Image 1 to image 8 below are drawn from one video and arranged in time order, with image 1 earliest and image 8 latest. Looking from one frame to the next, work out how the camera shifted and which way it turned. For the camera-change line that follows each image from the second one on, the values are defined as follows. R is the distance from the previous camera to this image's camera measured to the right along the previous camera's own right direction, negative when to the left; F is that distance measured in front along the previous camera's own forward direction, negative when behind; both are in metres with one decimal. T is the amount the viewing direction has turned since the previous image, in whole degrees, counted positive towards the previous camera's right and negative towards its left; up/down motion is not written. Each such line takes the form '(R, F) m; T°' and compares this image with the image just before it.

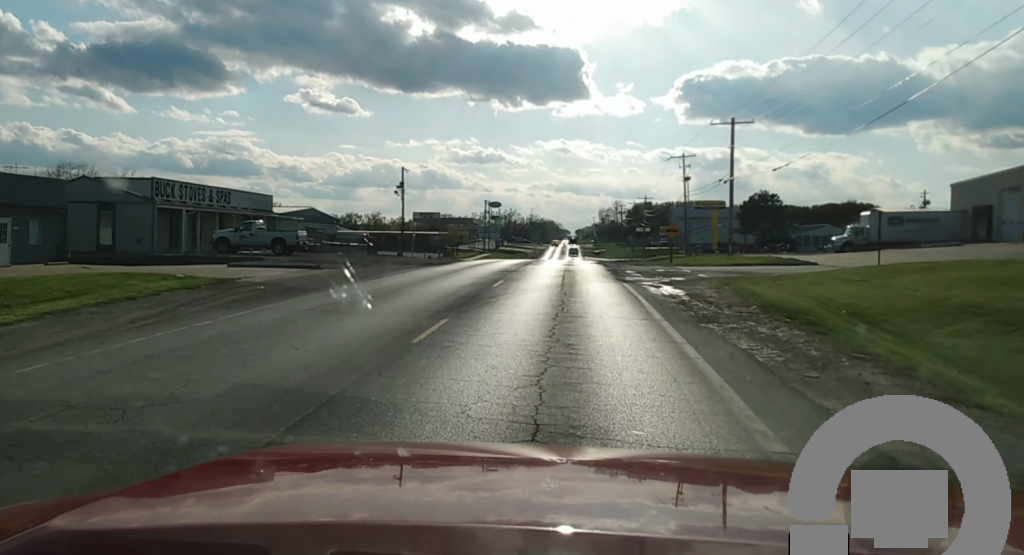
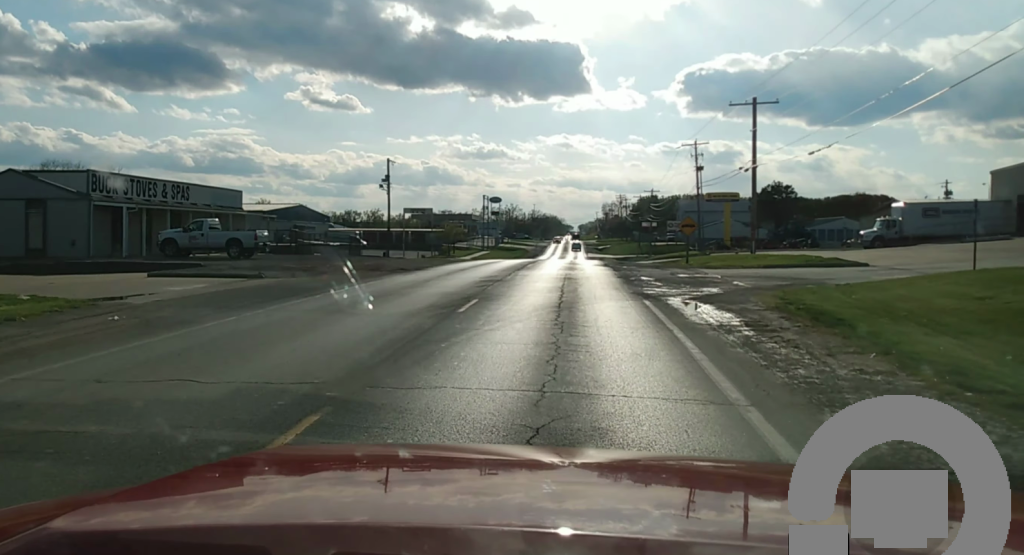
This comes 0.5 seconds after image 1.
(0.0, +9.6) m; 0°
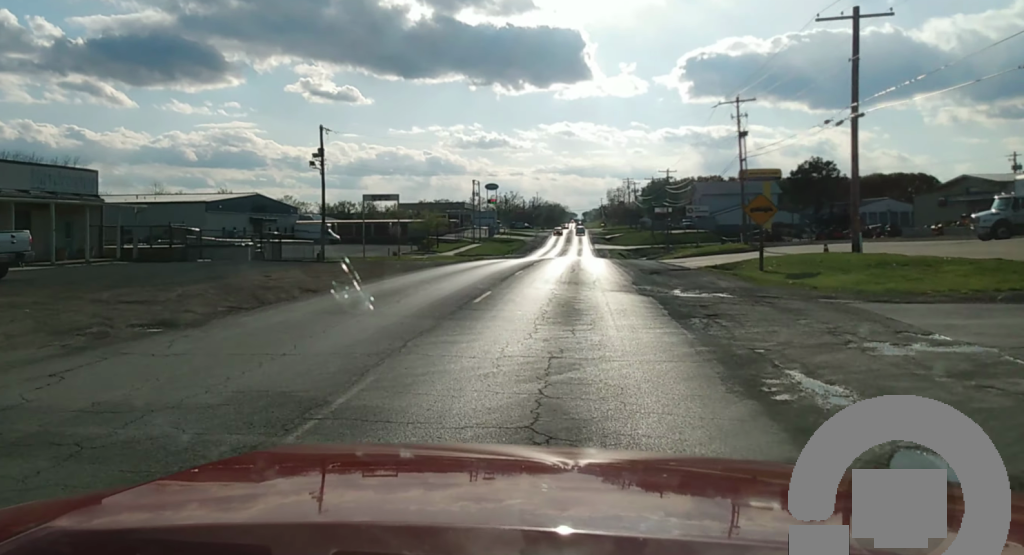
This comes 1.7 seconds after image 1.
(-0.2, +25.2) m; 0°
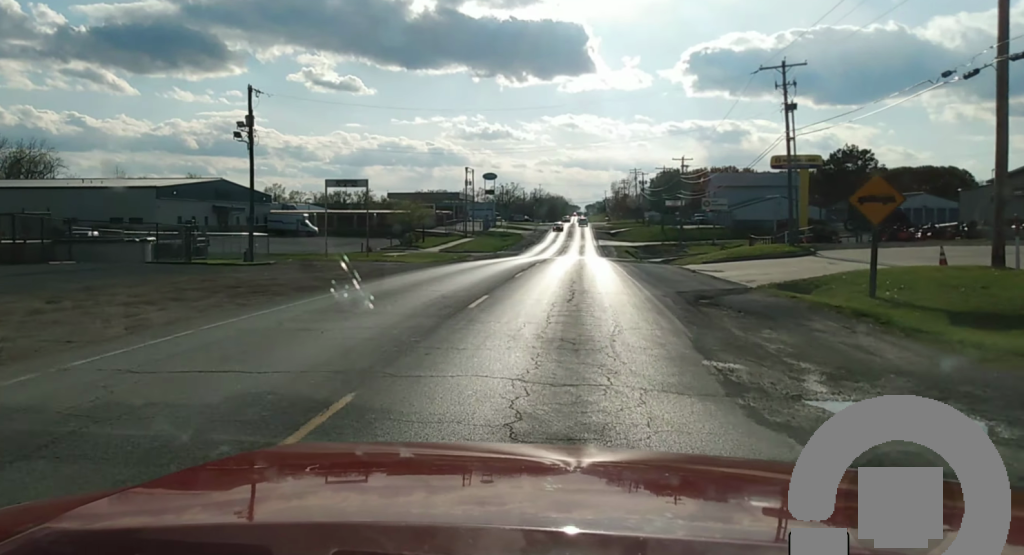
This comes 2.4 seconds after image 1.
(+0.1, +14.4) m; 0°
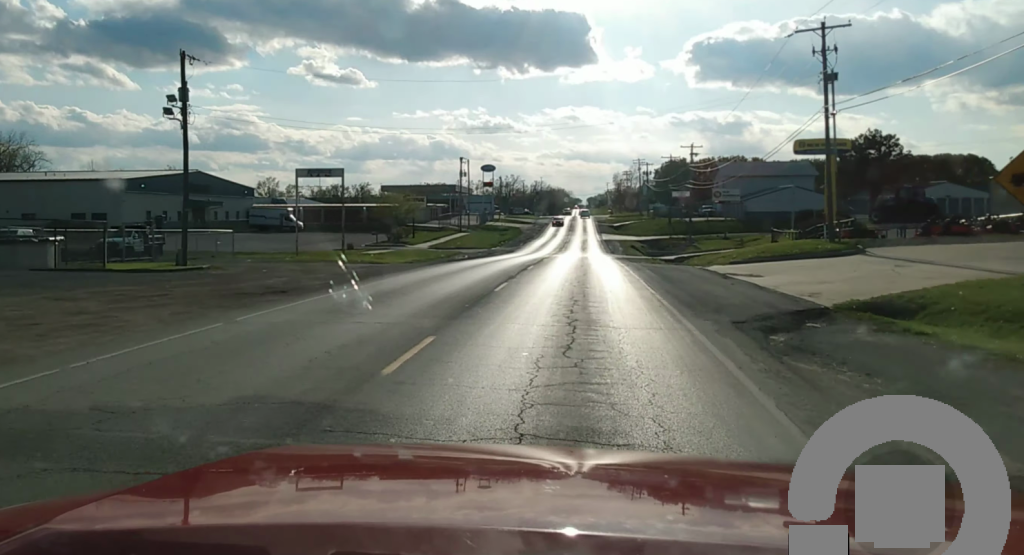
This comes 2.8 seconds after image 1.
(0.0, +8.0) m; 0°
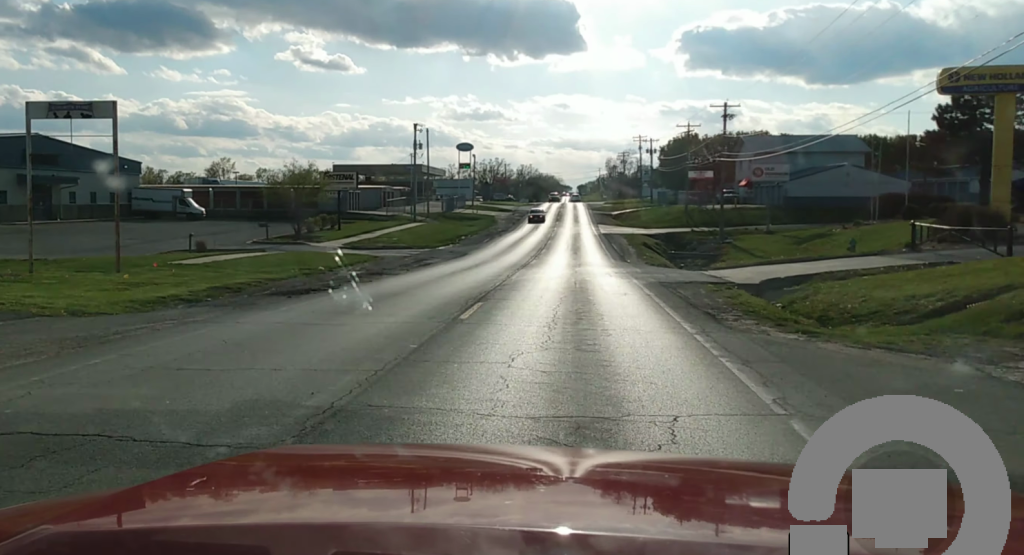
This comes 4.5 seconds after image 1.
(-0.1, +30.6) m; 0°
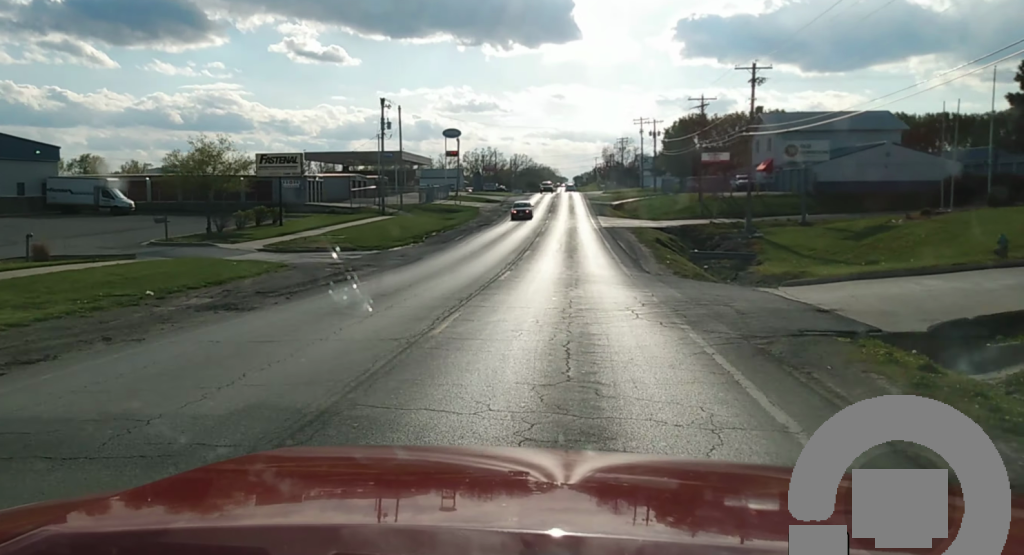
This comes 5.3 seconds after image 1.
(+0.1, +14.7) m; 0°
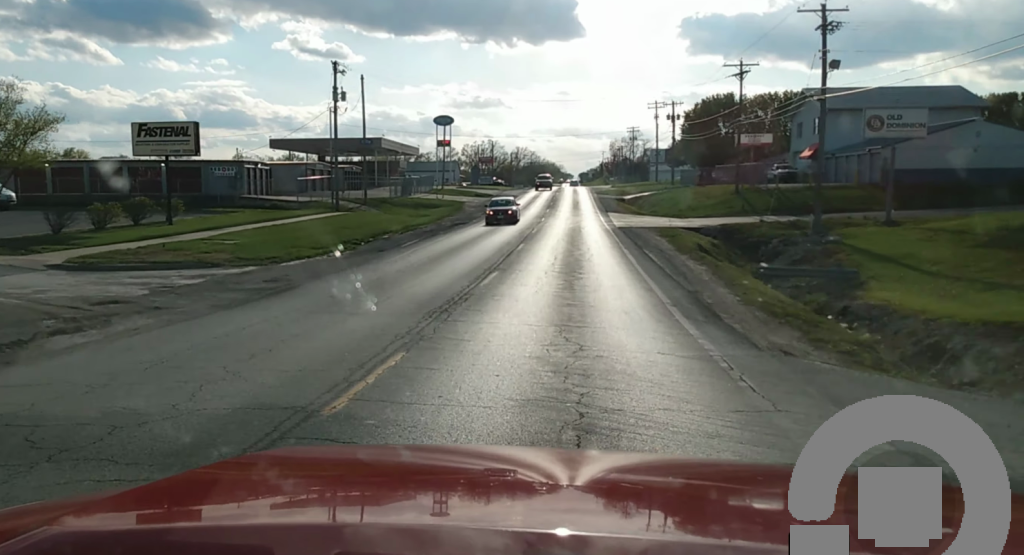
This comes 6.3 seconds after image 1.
(0.0, +17.9) m; 0°
